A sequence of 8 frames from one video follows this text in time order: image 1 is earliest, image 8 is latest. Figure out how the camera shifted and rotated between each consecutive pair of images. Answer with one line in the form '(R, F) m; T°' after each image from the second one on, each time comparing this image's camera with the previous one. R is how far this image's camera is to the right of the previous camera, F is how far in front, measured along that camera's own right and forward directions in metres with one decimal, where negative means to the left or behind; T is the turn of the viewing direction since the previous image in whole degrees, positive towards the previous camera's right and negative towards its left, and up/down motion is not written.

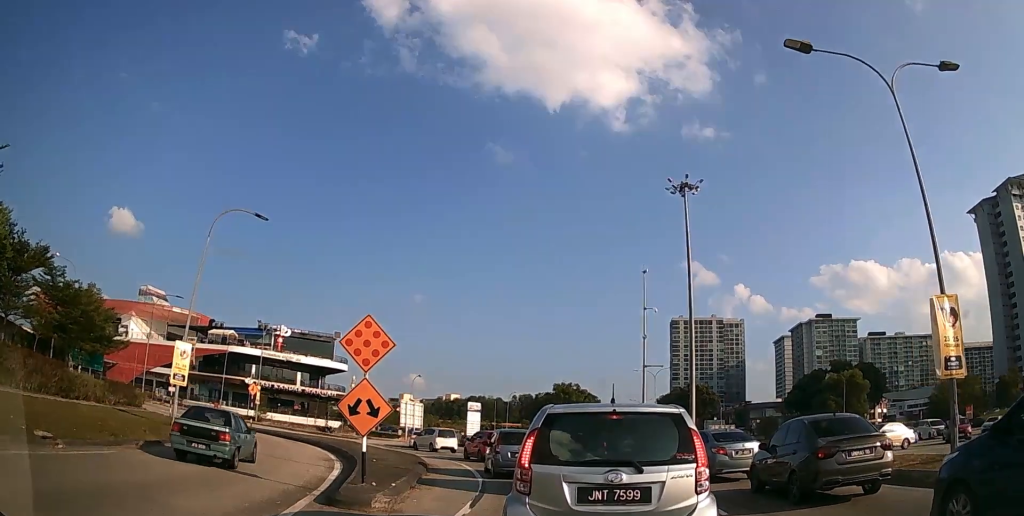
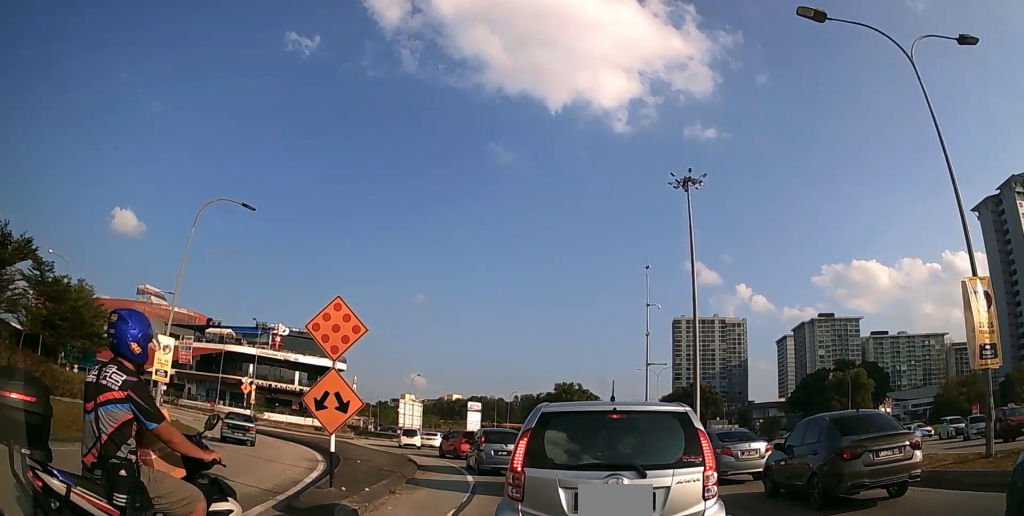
(-0.1, +1.2) m; 0°
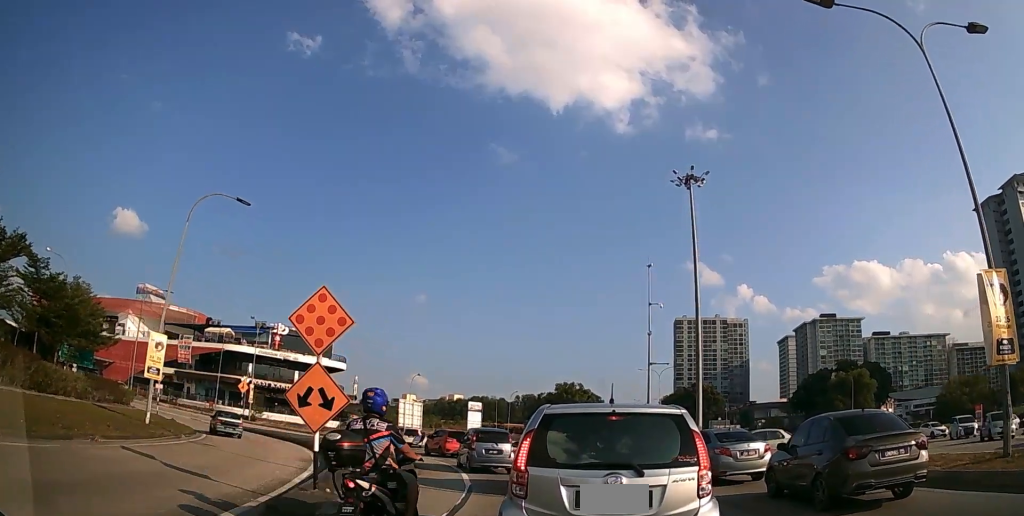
(0.0, +0.3) m; 0°
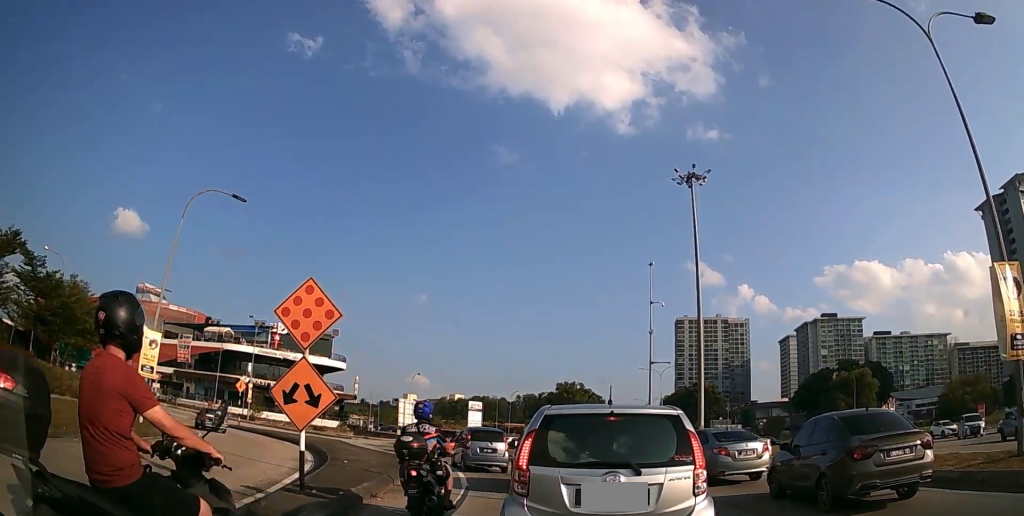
(0.0, +0.3) m; 0°
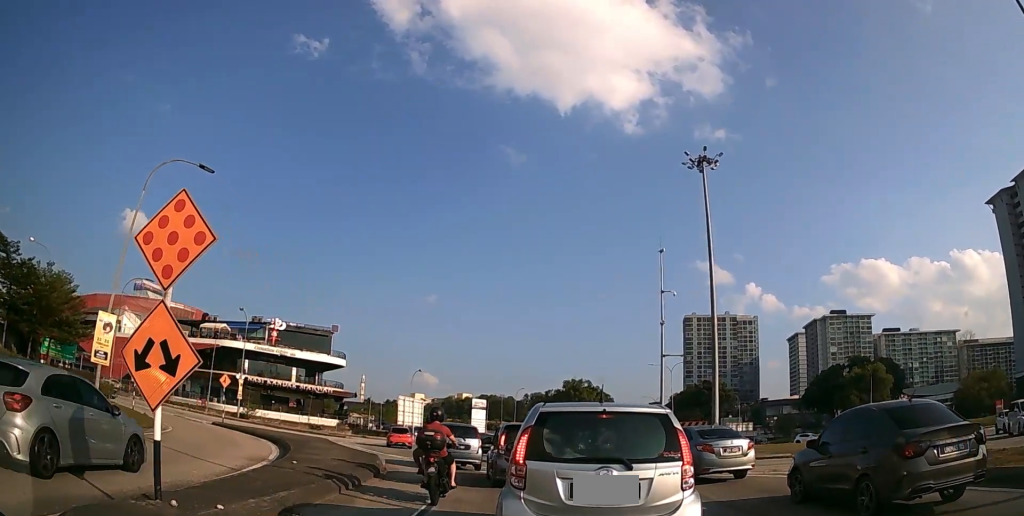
(0.0, +2.6) m; +2°
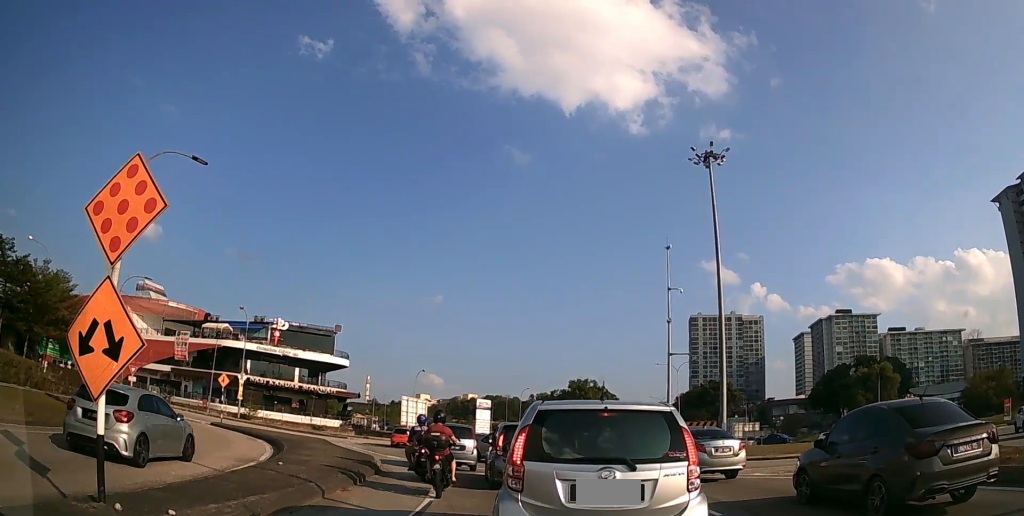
(0.0, +0.9) m; +1°
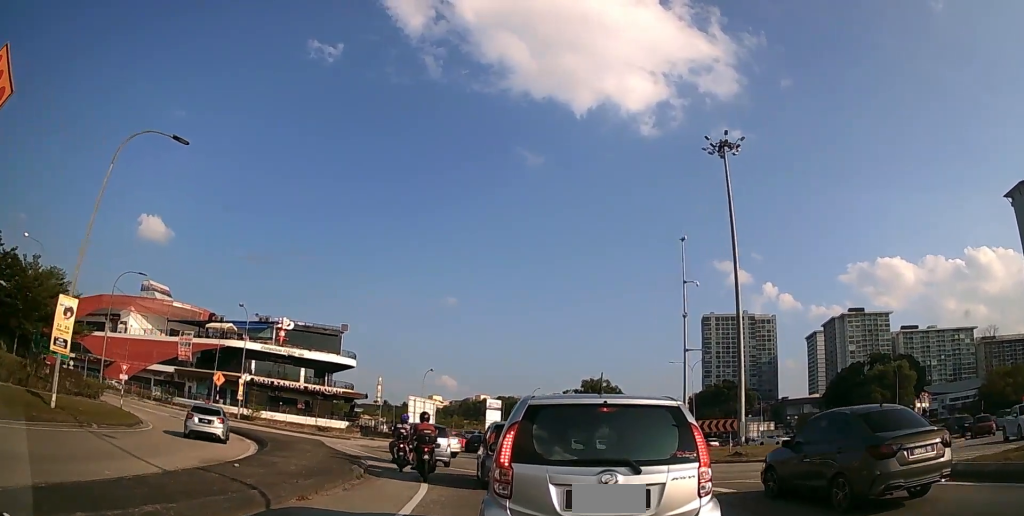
(0.0, +2.0) m; 0°
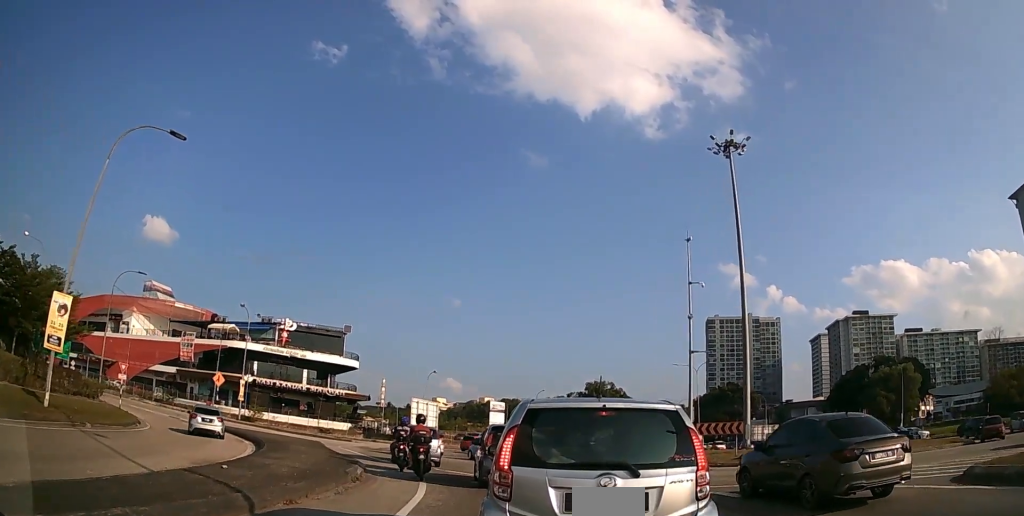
(-0.1, +0.5) m; 0°
